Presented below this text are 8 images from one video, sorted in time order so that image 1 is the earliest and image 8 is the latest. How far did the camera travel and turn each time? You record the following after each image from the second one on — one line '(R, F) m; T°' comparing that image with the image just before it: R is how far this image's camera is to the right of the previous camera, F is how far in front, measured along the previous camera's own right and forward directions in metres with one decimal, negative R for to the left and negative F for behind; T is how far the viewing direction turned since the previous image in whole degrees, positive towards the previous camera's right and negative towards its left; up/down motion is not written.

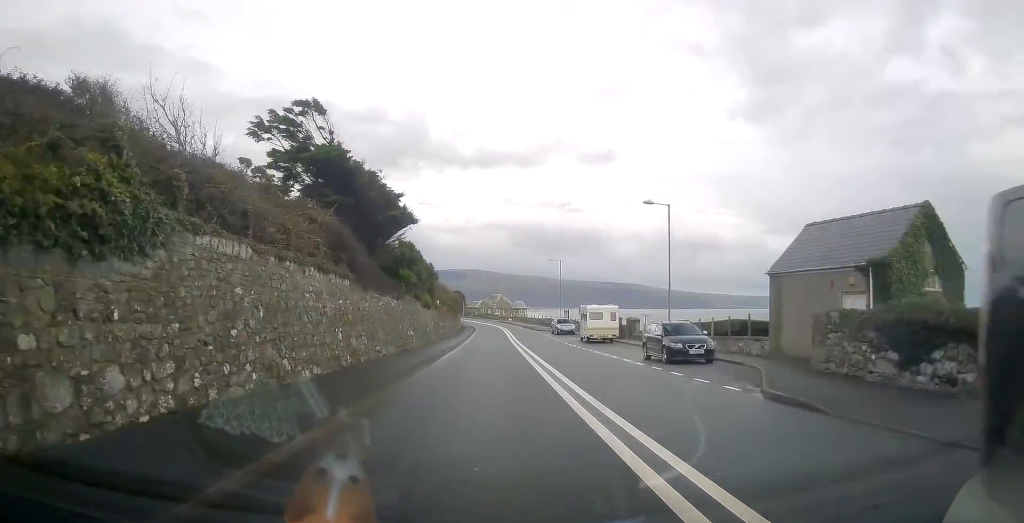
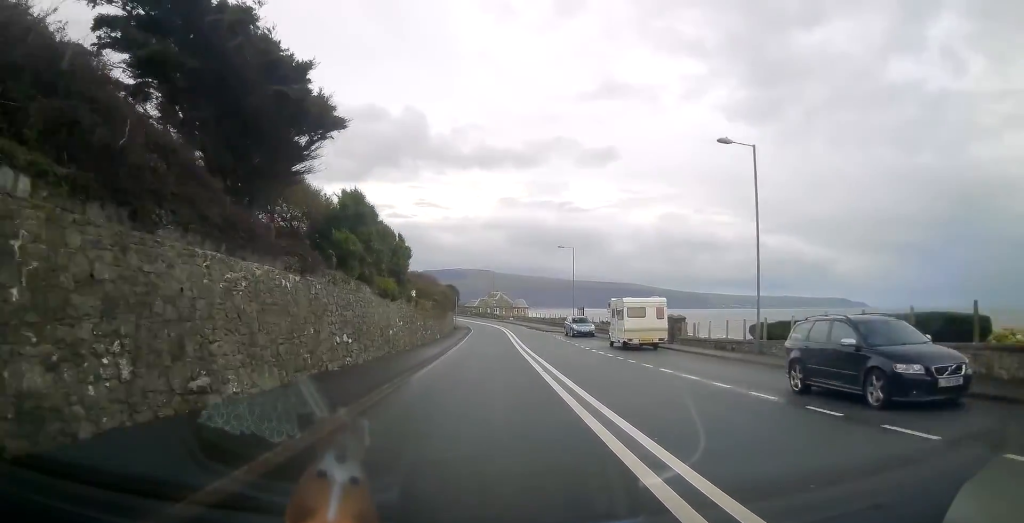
(-0.1, +12.5) m; 0°
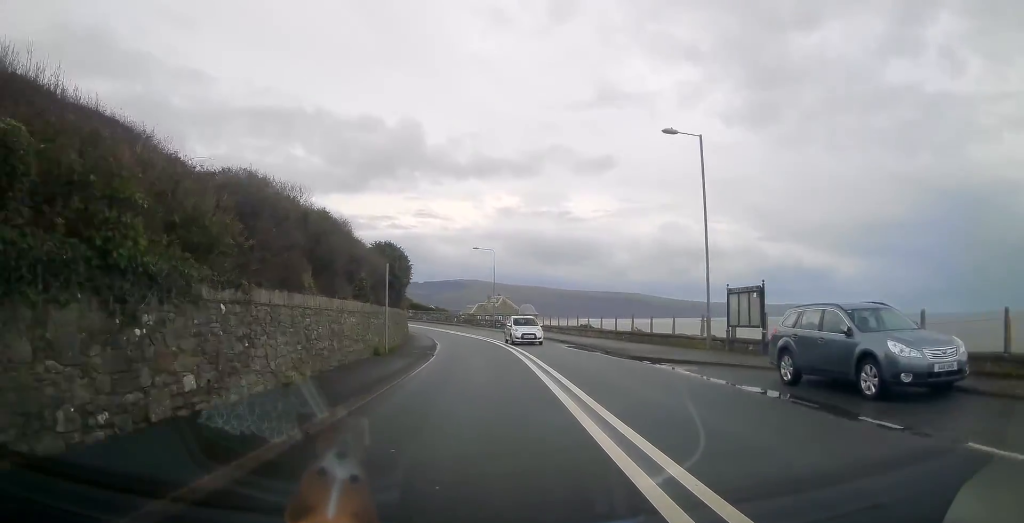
(+0.3, +39.5) m; 0°
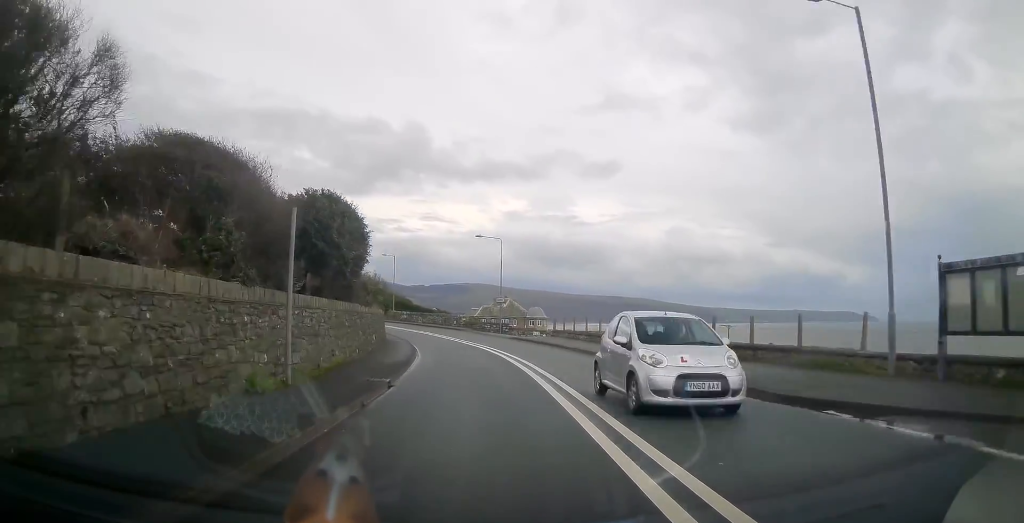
(-0.1, +11.0) m; -1°
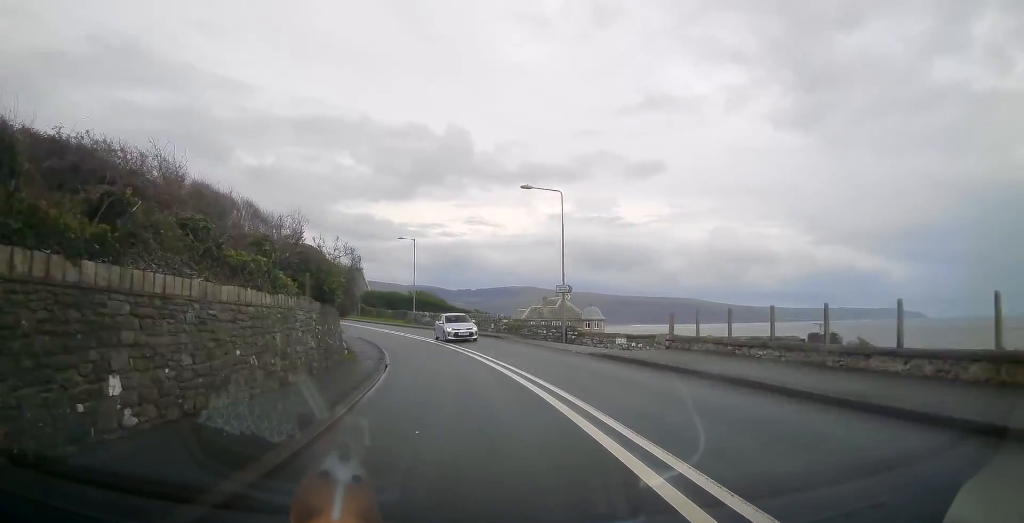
(-0.4, +19.4) m; -5°
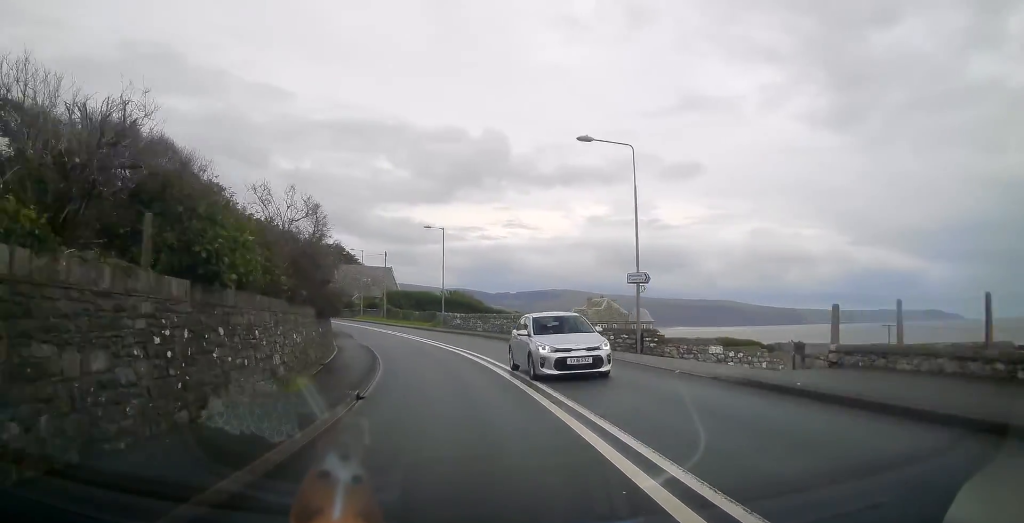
(-0.4, +8.9) m; -4°
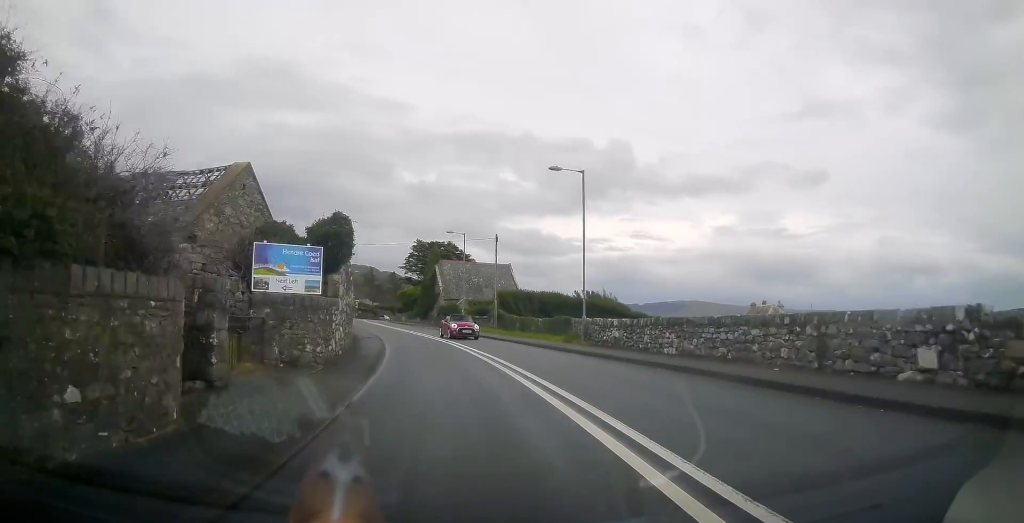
(-1.7, +21.9) m; -11°
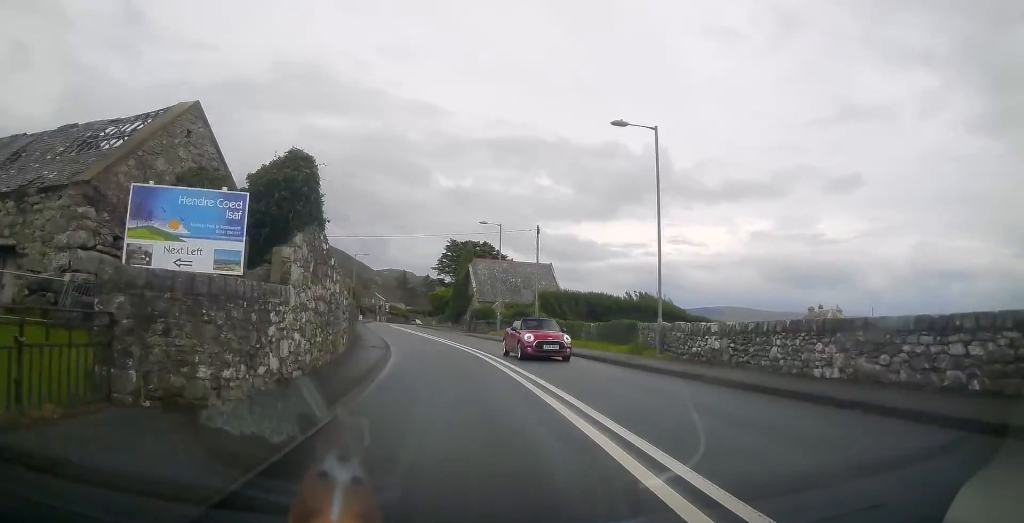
(-0.5, +7.3) m; -3°
